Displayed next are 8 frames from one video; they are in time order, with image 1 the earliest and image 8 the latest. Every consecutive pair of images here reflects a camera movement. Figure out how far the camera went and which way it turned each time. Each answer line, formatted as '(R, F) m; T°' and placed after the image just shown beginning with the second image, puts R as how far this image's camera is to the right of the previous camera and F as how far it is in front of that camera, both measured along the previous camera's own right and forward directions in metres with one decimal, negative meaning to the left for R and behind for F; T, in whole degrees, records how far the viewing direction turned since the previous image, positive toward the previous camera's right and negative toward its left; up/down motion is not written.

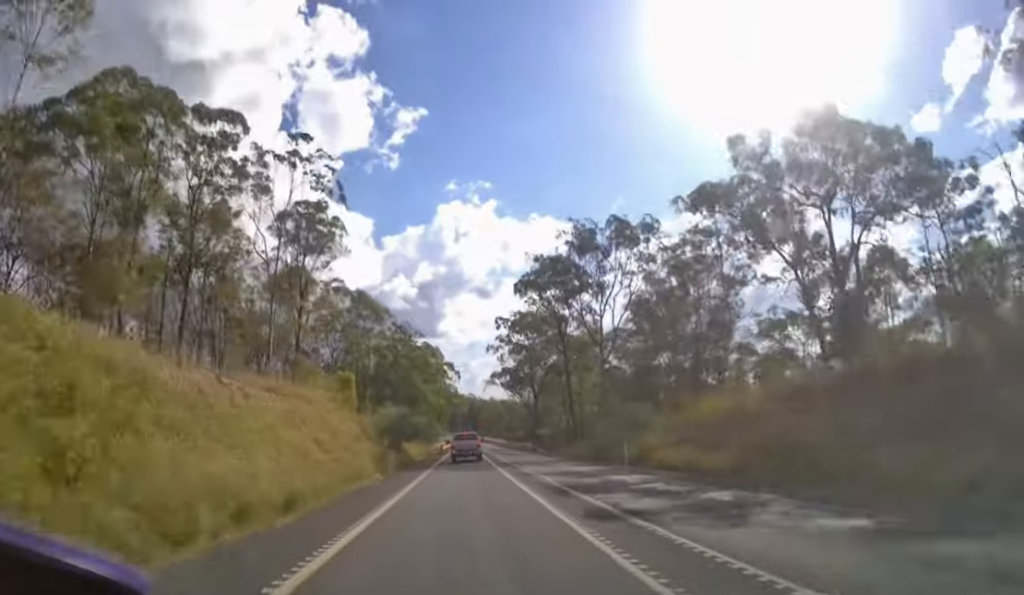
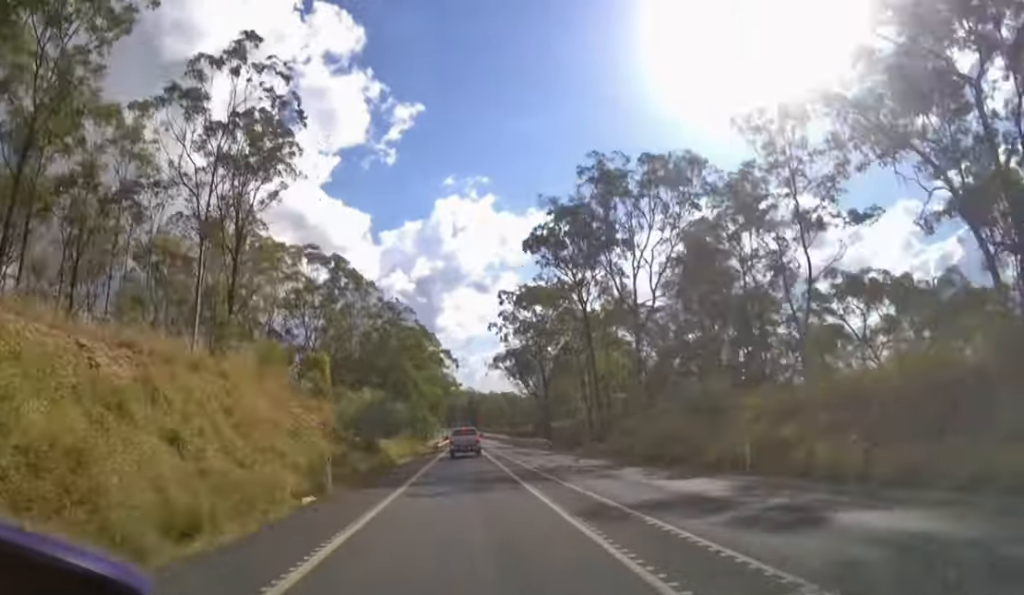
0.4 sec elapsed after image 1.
(0.0, +10.7) m; 0°
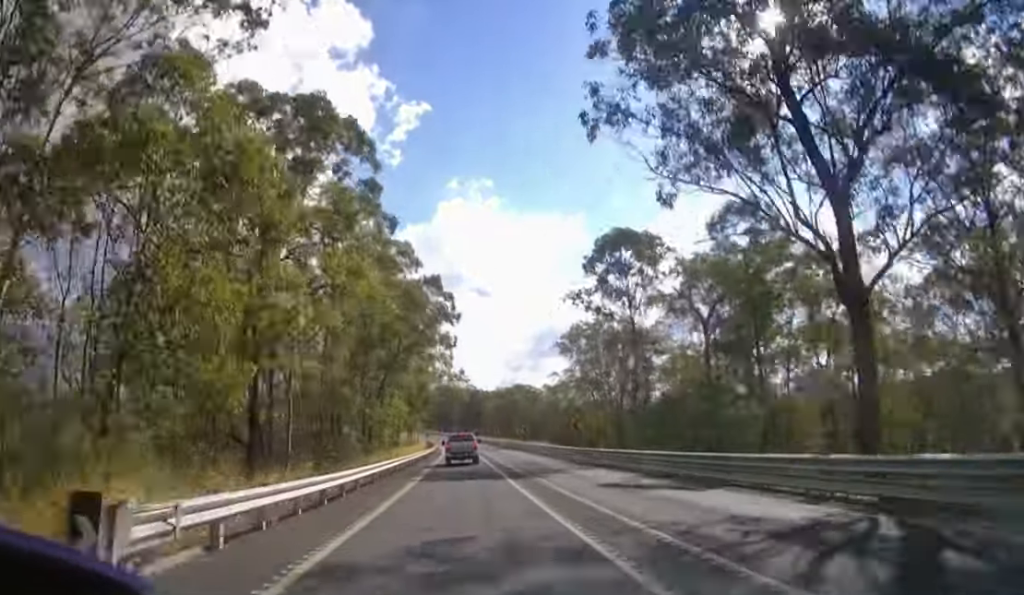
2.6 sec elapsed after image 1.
(+0.1, +58.3) m; 0°
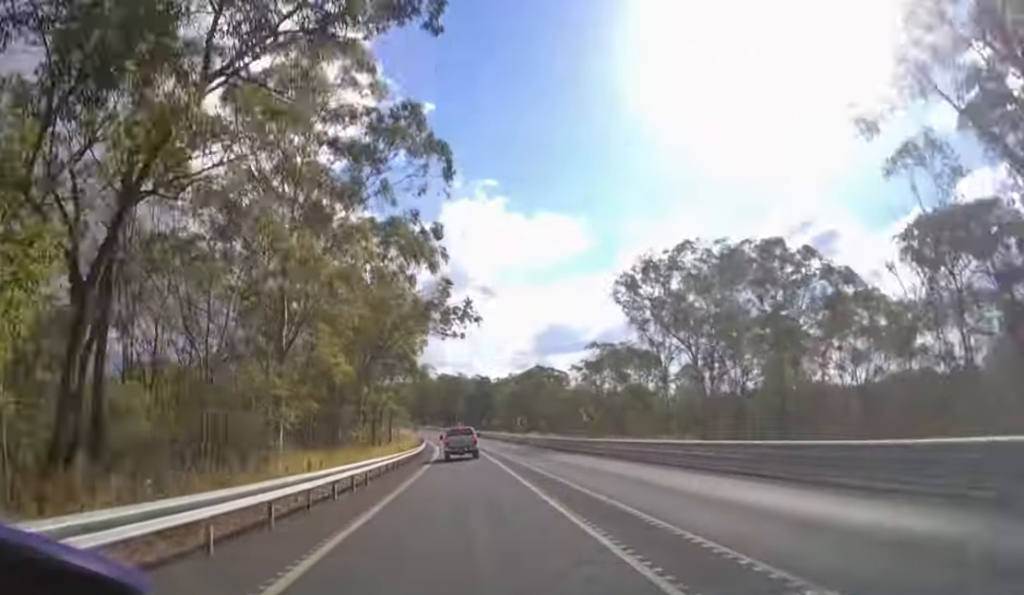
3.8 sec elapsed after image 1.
(0.0, +33.7) m; -1°
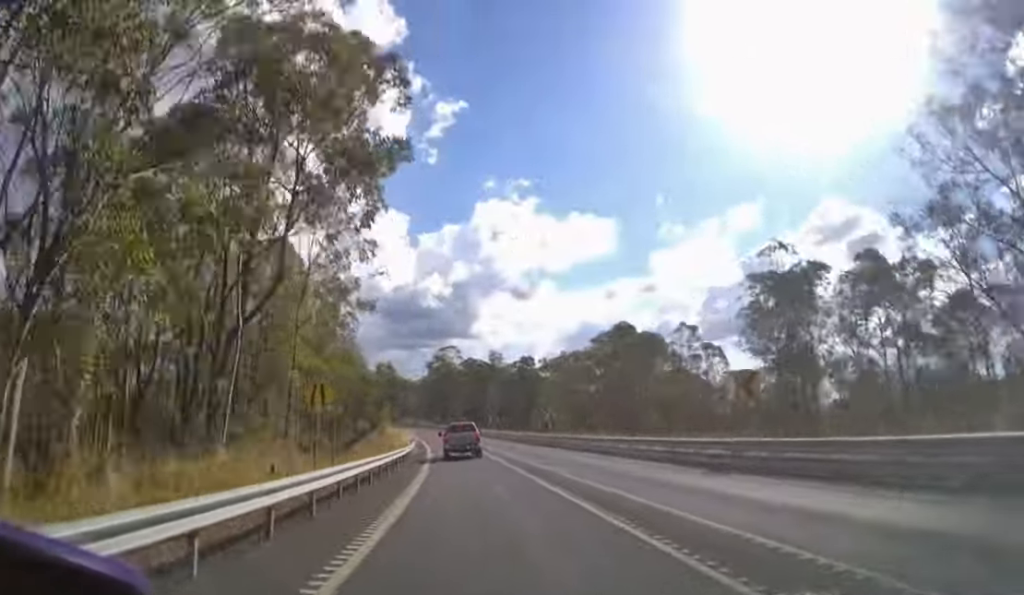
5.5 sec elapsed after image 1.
(-1.1, +44.8) m; -3°
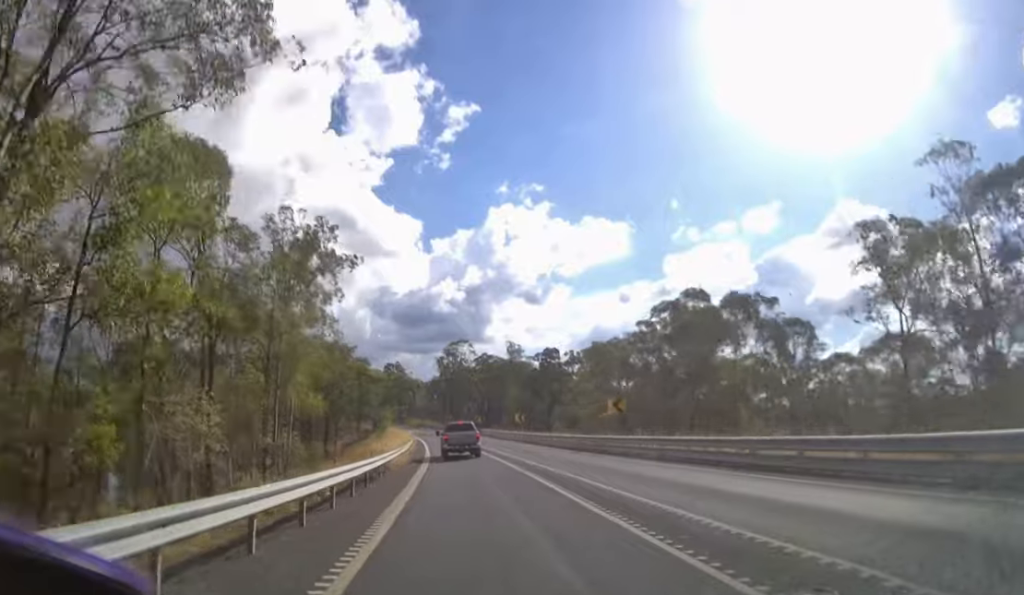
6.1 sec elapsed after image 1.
(-0.1, +14.2) m; -1°
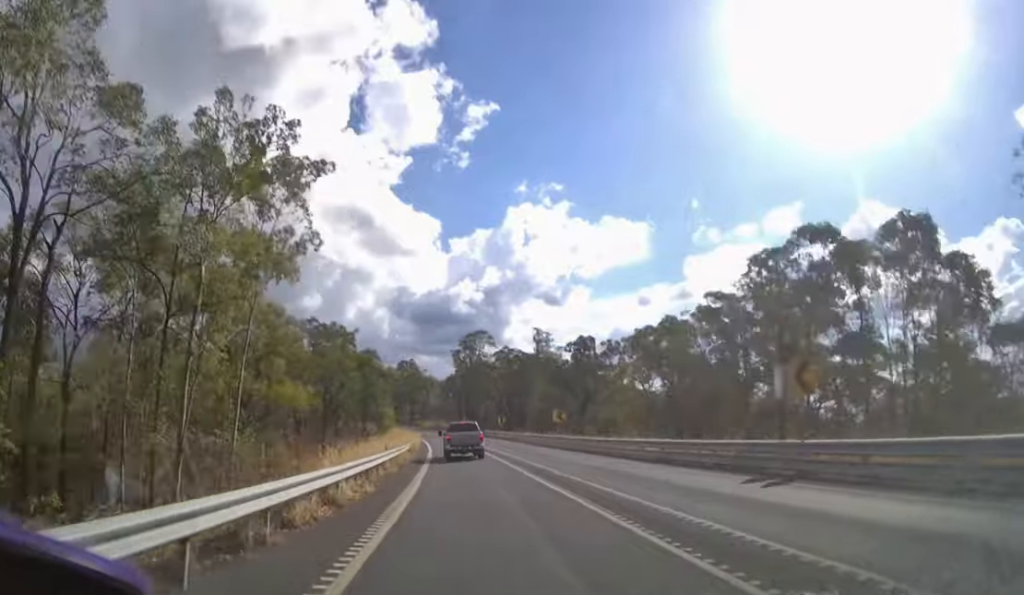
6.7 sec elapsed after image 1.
(-0.2, +12.7) m; -1°
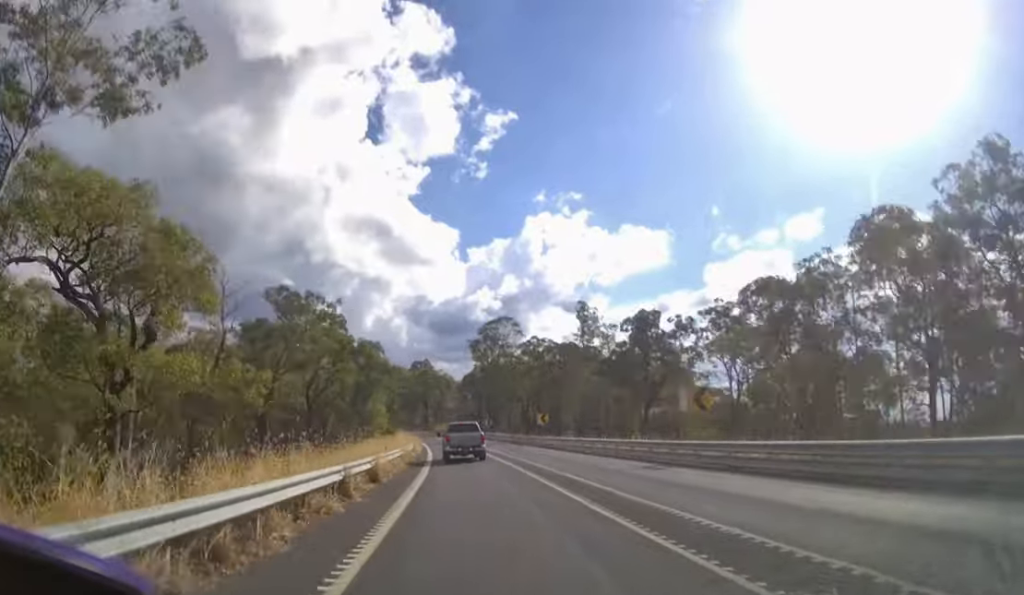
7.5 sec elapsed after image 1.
(-0.3, +17.4) m; -2°
